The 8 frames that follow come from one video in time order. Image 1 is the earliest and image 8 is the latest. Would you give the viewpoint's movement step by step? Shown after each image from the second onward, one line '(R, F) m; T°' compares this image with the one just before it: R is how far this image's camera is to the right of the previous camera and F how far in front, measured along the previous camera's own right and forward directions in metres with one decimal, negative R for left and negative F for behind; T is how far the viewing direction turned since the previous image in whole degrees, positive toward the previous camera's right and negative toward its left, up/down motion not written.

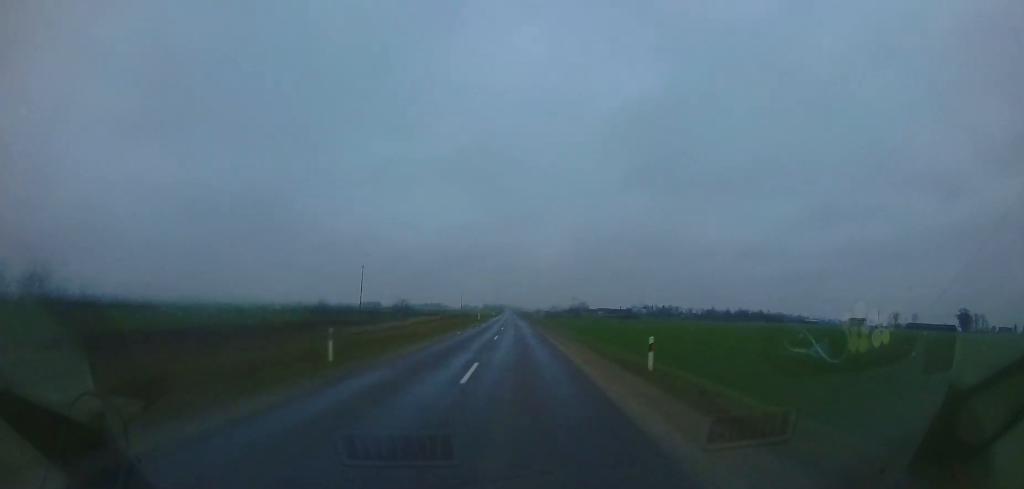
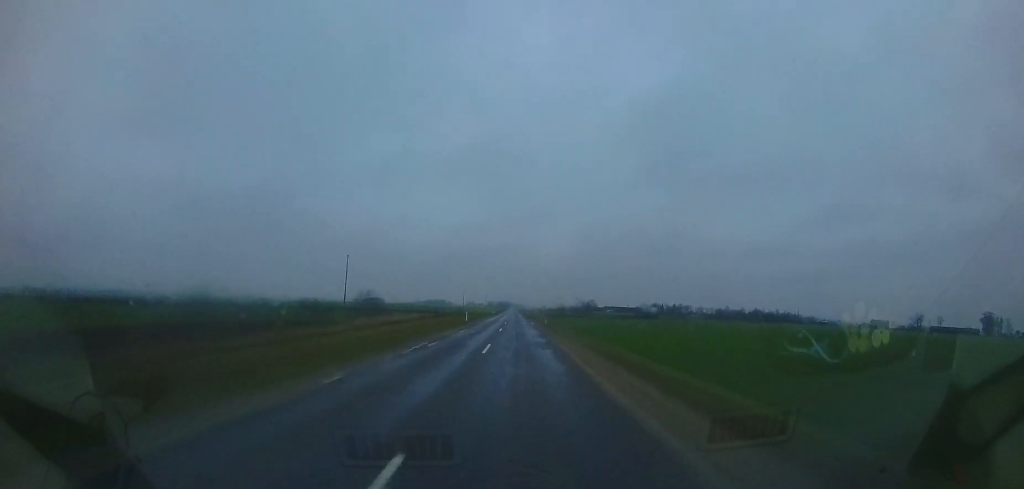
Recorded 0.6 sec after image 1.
(0.0, +18.9) m; 0°
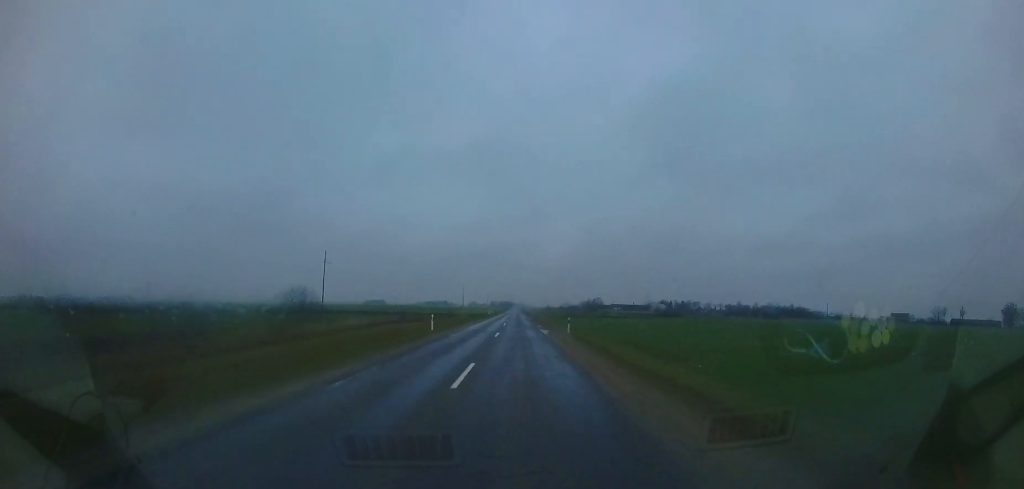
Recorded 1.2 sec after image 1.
(+0.1, +17.9) m; -1°
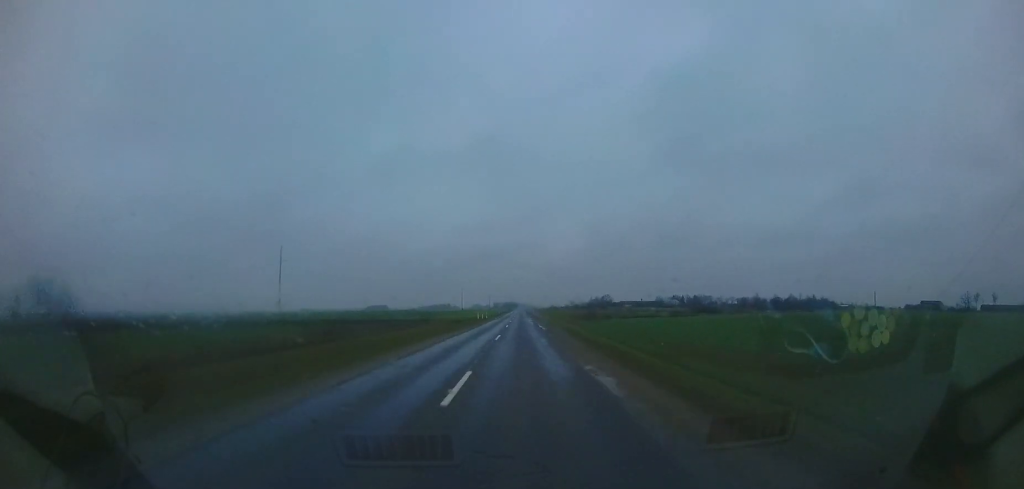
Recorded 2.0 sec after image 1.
(-0.5, +25.0) m; -1°
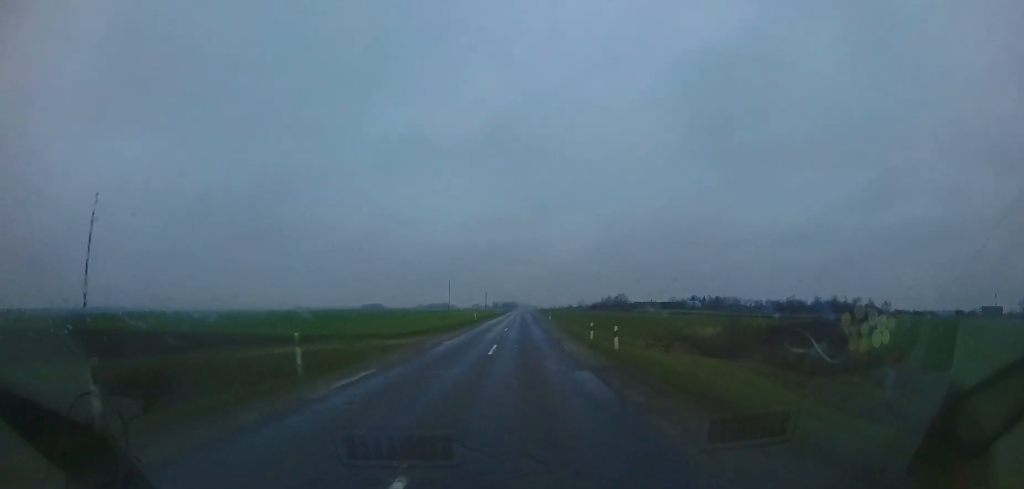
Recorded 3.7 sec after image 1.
(+0.1, +53.5) m; 0°
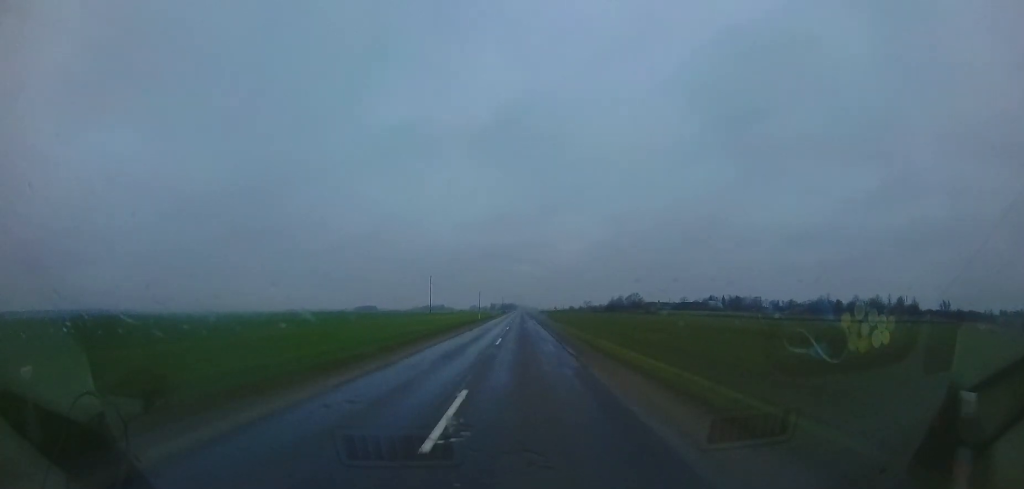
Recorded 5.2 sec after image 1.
(-0.5, +44.0) m; 0°
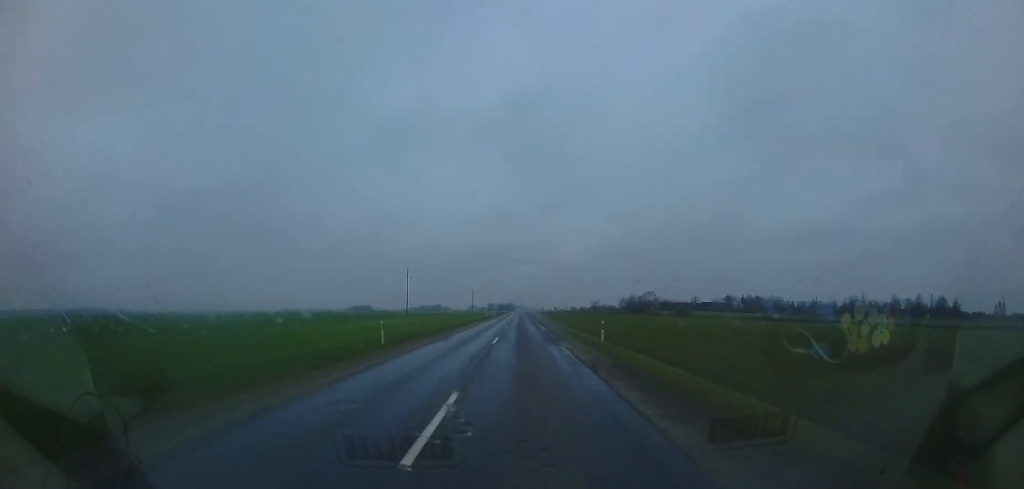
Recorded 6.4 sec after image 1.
(+0.5, +36.0) m; +1°
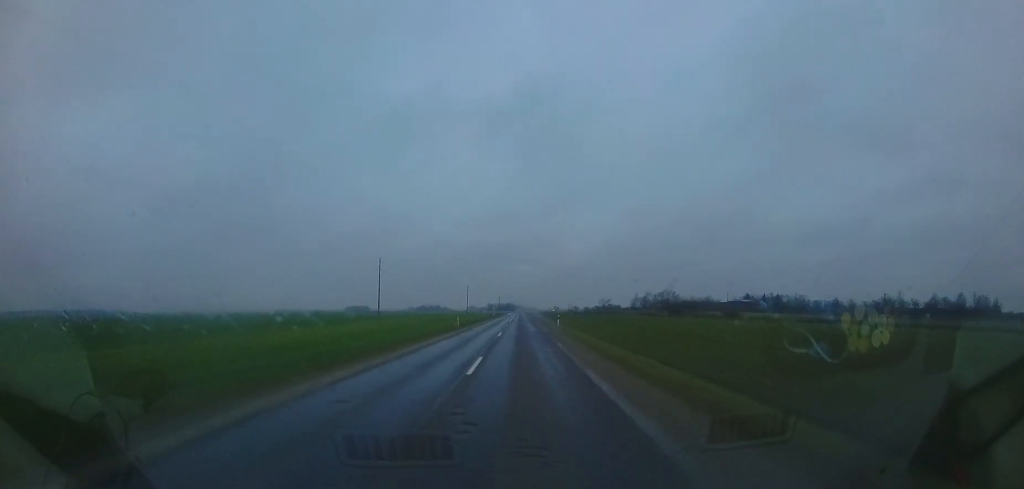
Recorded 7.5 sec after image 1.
(0.0, +30.4) m; 0°
